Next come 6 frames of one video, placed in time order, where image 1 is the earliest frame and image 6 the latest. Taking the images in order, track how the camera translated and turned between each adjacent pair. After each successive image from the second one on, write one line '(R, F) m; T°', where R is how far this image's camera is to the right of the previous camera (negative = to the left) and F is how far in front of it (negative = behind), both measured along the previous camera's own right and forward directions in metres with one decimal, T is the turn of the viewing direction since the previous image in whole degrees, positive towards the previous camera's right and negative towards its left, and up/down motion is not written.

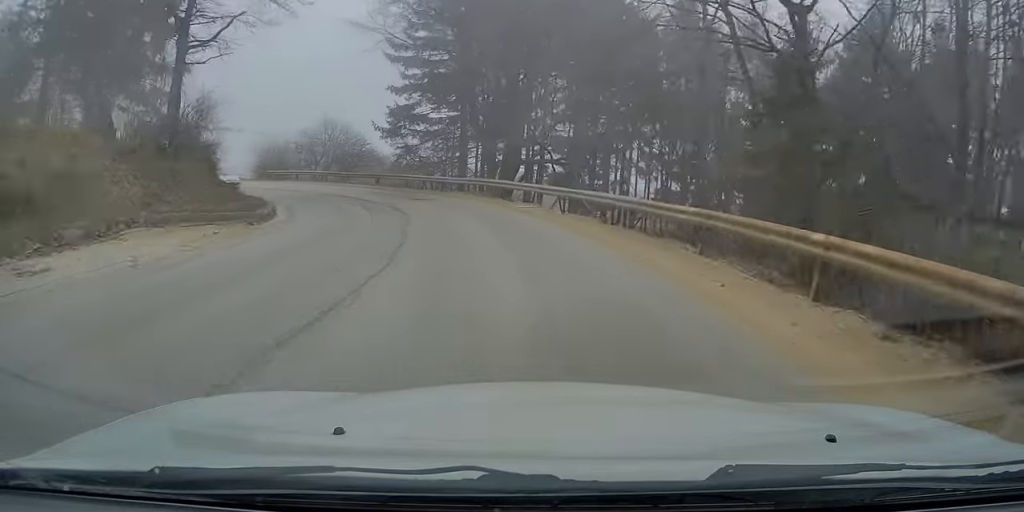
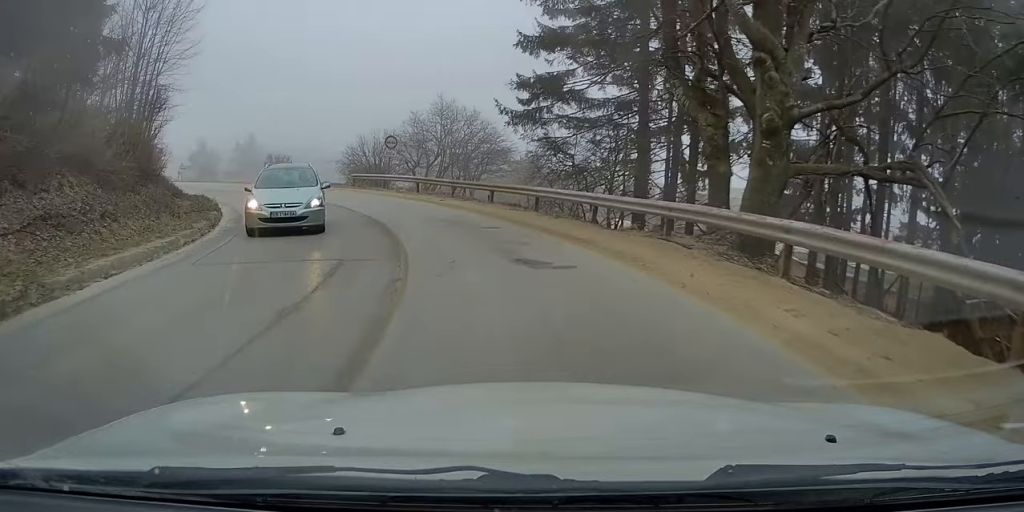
(-2.4, +17.2) m; -17°
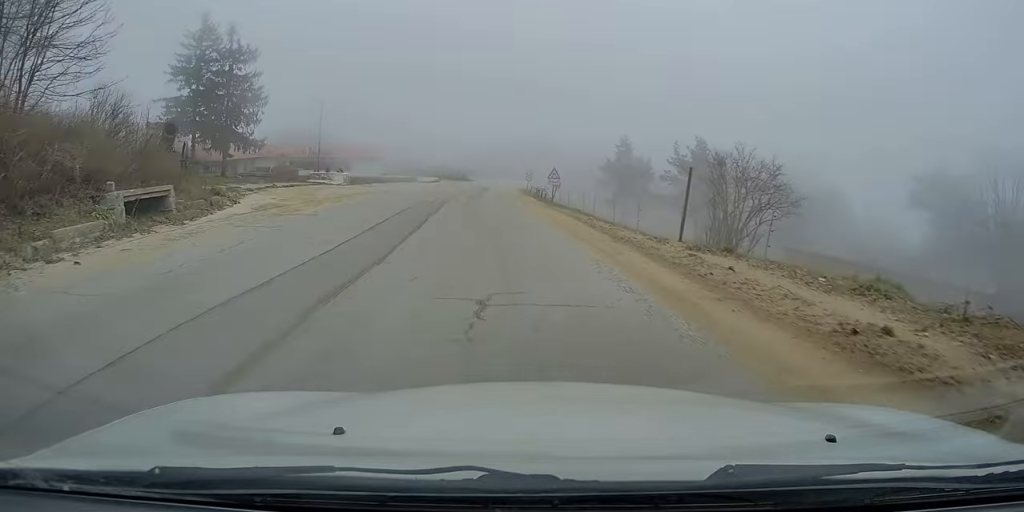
(-13.8, +34.9) m; -37°
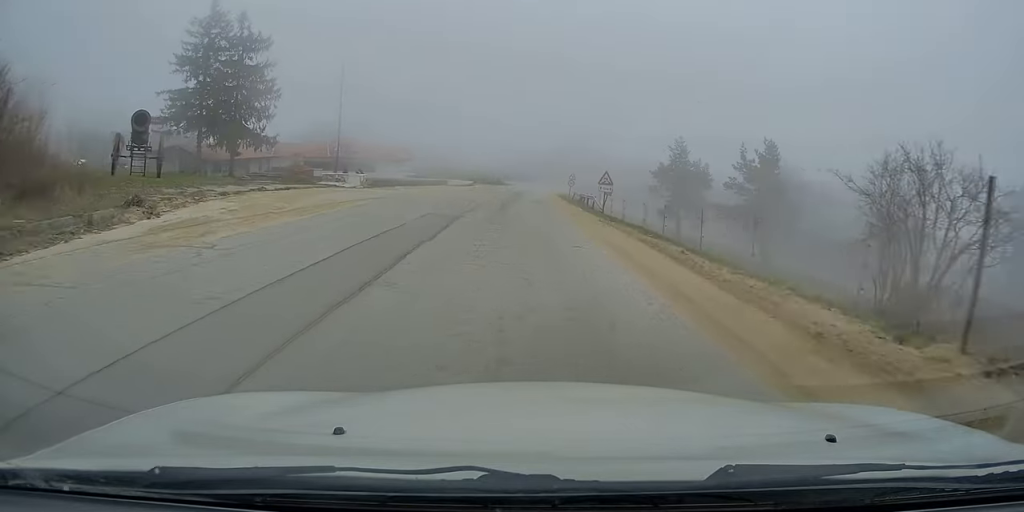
(-0.4, +8.1) m; -3°
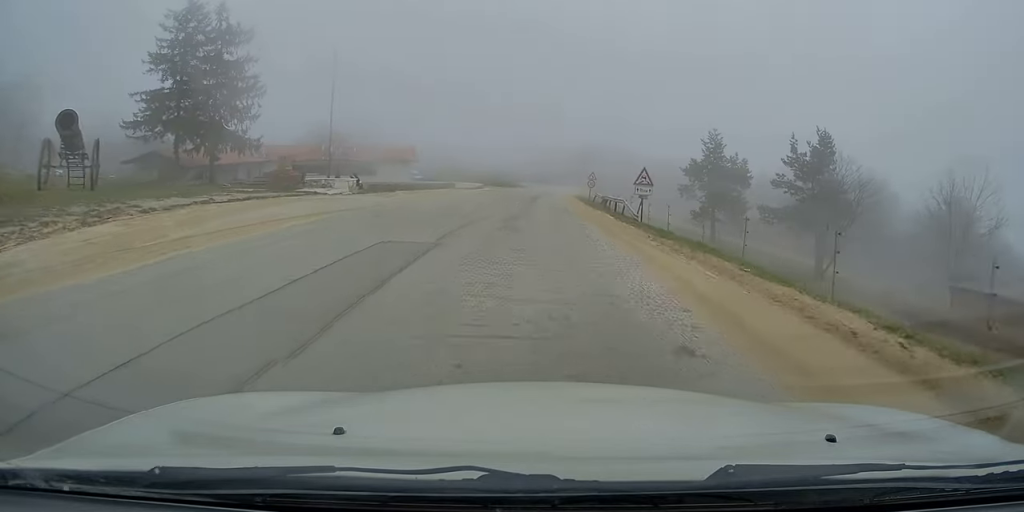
(-0.2, +7.7) m; -2°
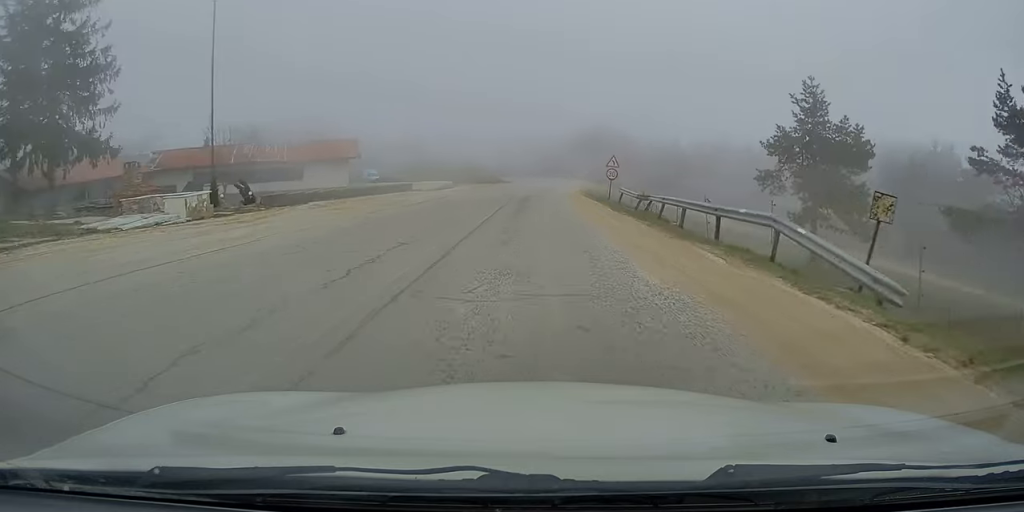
(-0.1, +22.3) m; +1°
